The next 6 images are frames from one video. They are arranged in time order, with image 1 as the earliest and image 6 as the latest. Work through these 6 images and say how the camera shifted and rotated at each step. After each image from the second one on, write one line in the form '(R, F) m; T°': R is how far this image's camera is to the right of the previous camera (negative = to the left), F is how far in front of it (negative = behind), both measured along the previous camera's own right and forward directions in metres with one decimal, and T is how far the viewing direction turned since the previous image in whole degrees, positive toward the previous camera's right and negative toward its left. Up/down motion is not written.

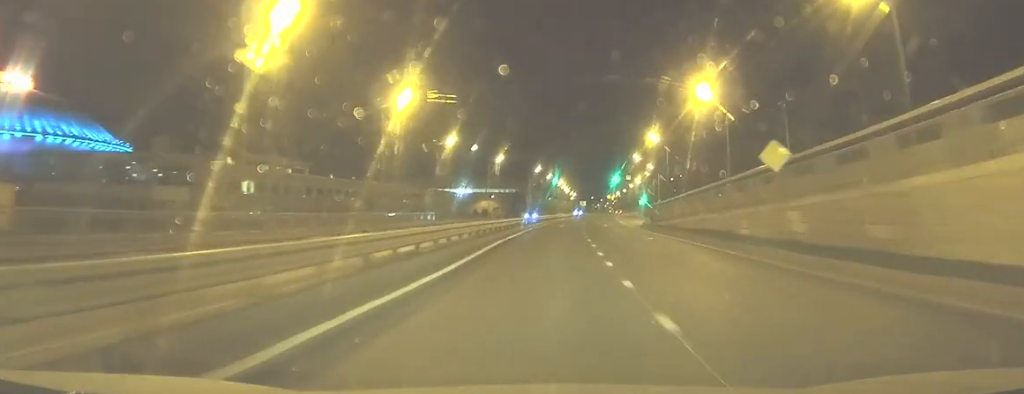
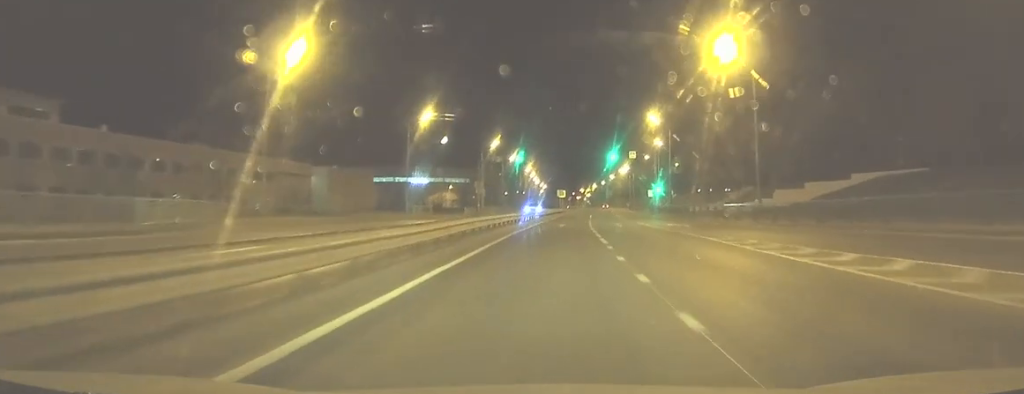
(+0.8, +42.5) m; +2°
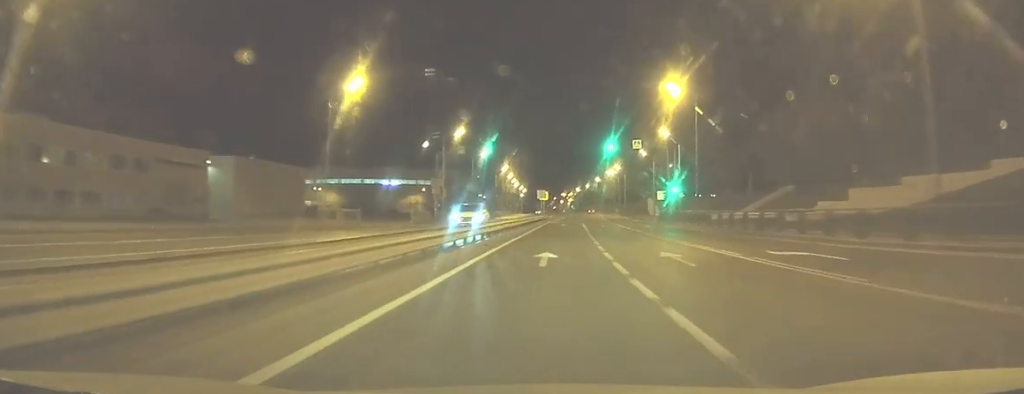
(+0.1, +18.7) m; +1°
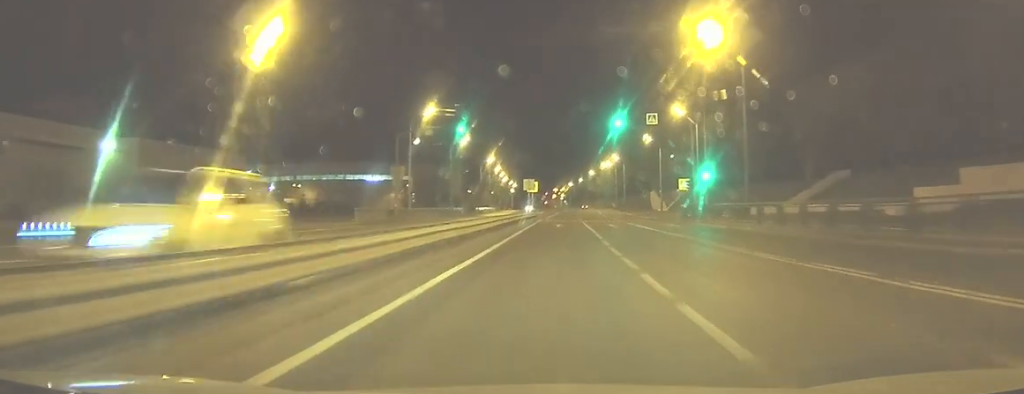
(+0.2, +14.8) m; +1°
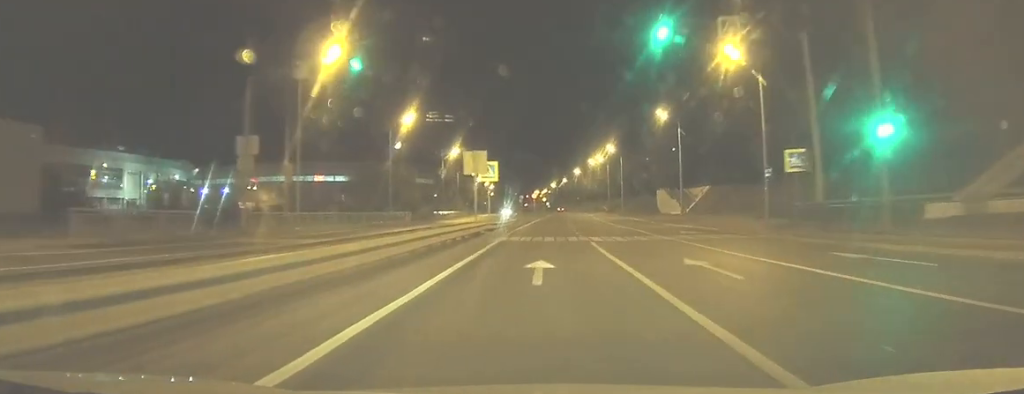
(+0.5, +28.7) m; +2°
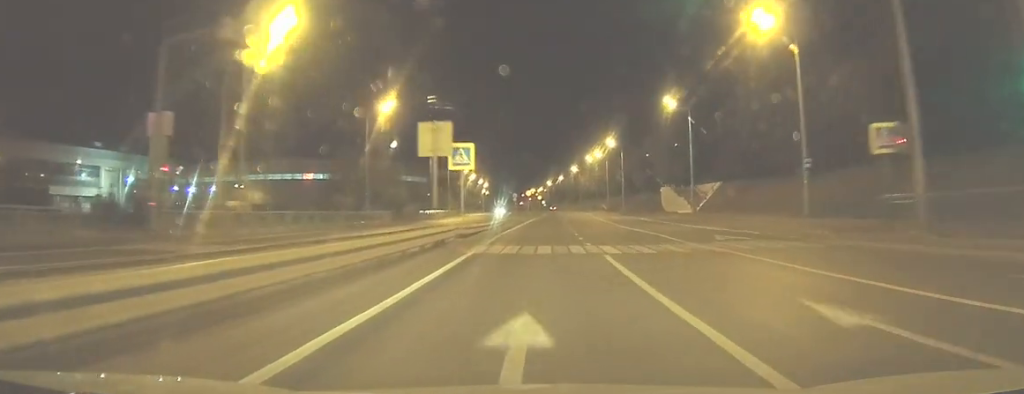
(+0.1, +8.2) m; 0°
